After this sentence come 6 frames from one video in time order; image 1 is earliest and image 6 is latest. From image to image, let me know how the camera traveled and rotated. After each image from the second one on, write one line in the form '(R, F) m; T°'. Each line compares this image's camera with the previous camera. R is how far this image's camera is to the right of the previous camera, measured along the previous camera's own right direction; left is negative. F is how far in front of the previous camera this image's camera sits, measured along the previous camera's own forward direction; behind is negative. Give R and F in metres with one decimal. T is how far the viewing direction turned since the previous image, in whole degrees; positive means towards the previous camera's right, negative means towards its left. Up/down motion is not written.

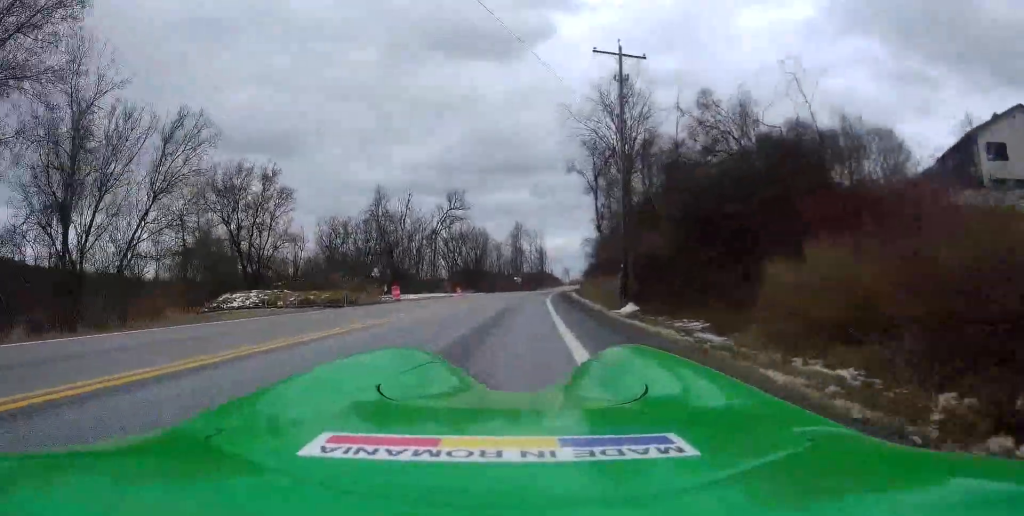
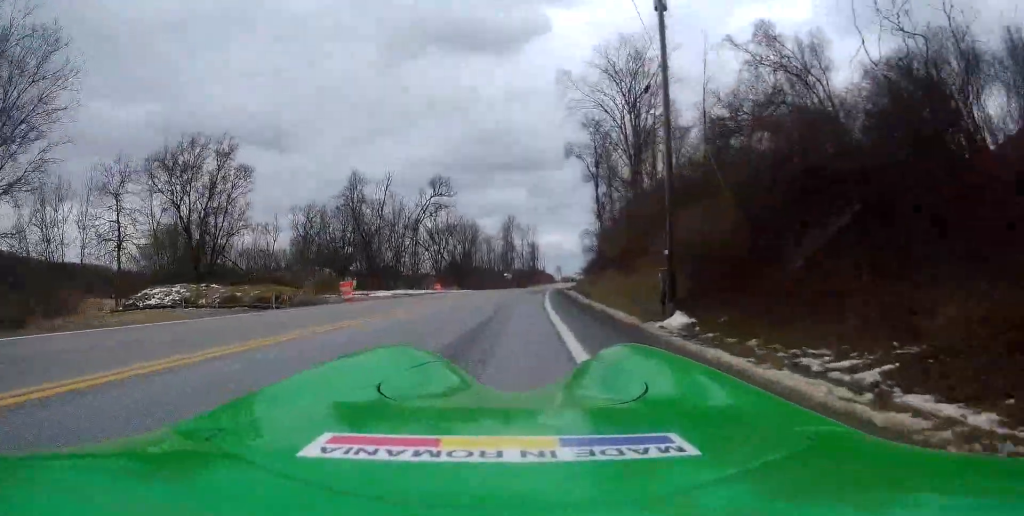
(0.0, +8.9) m; +1°
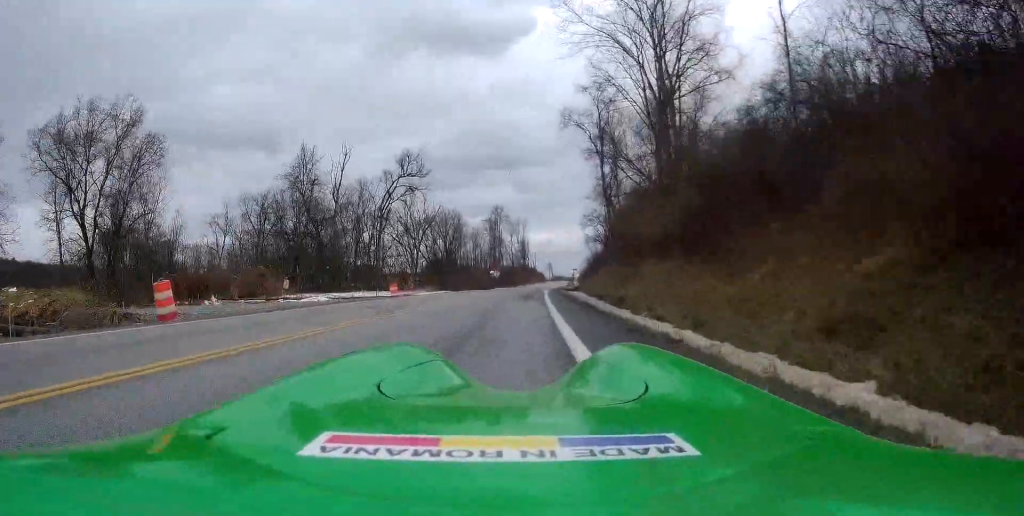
(+0.6, +14.0) m; +2°
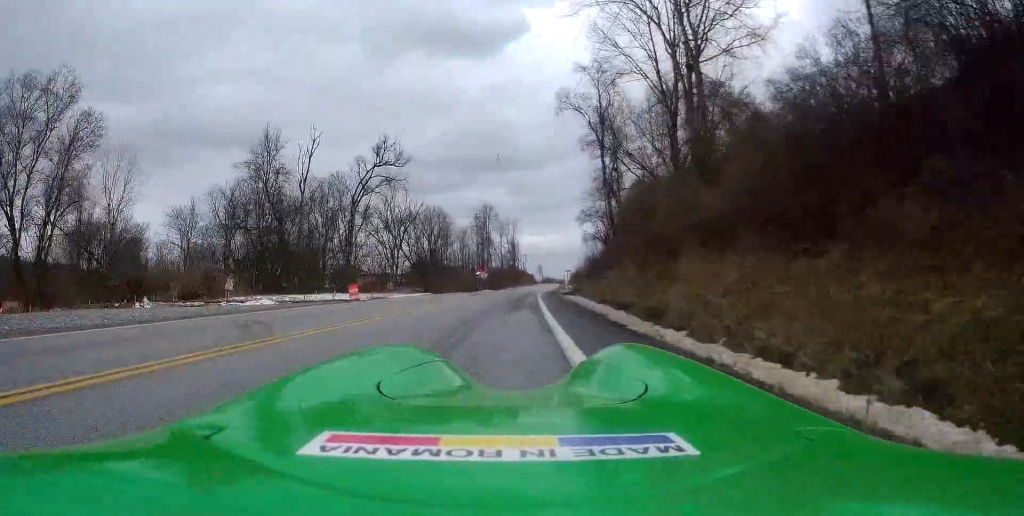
(0.0, +7.0) m; -1°
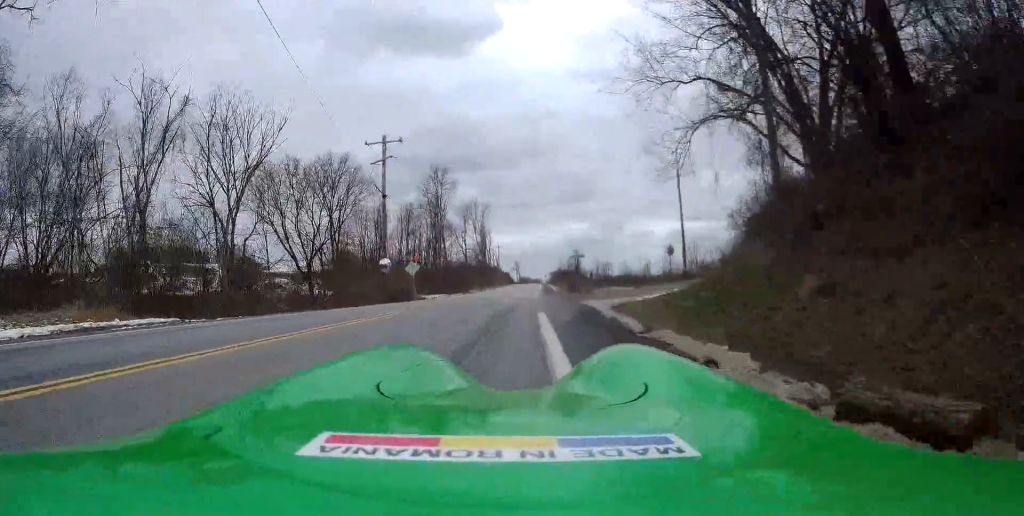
(+0.8, +44.3) m; +3°
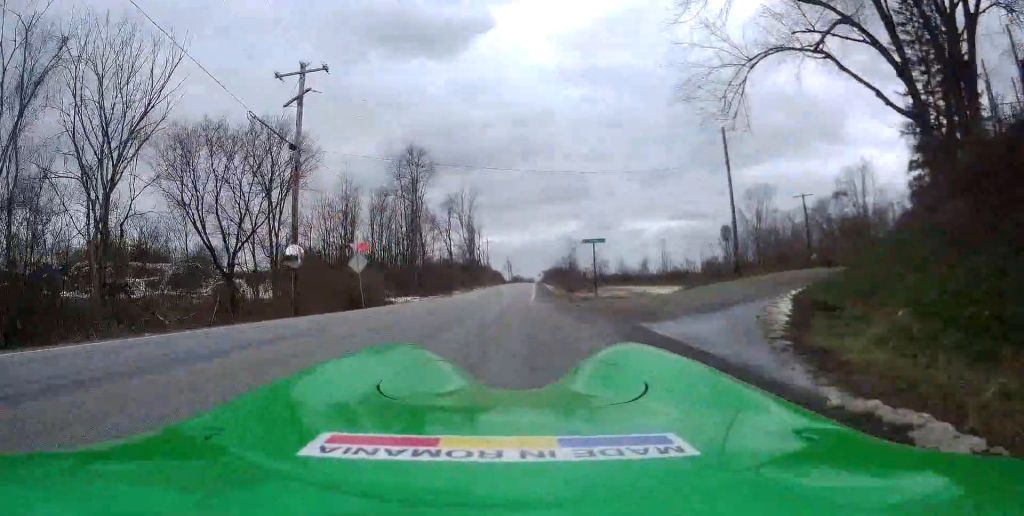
(0.0, +13.4) m; 0°
